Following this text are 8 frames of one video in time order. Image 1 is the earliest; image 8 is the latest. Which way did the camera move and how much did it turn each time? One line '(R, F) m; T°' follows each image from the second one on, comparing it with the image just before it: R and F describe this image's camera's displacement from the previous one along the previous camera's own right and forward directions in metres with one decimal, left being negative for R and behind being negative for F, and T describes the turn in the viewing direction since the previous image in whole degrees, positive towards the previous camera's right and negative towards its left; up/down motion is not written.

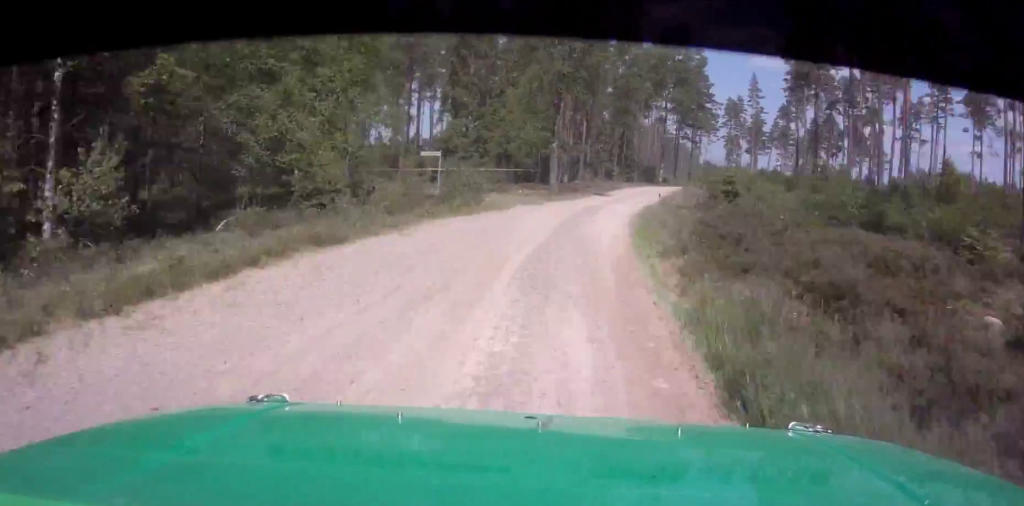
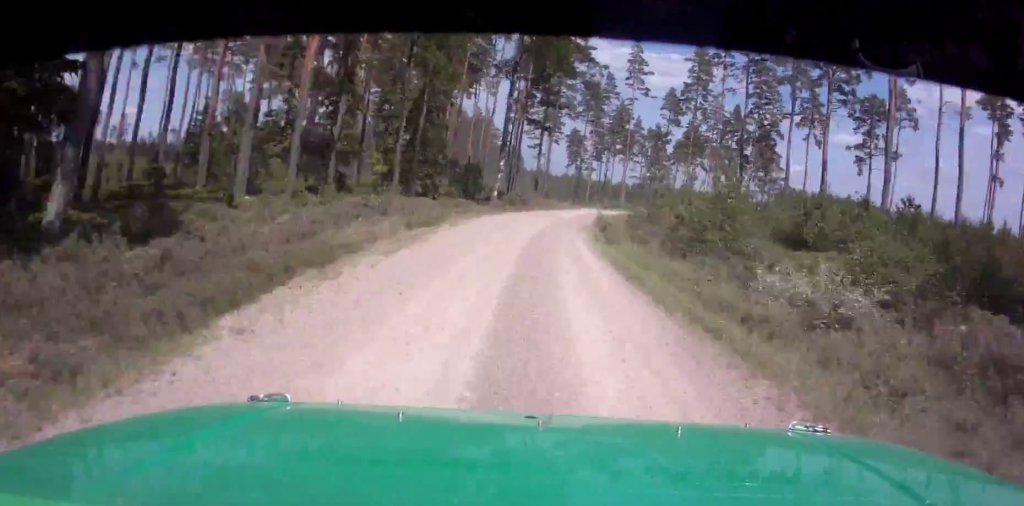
(+6.2, +52.4) m; +11°
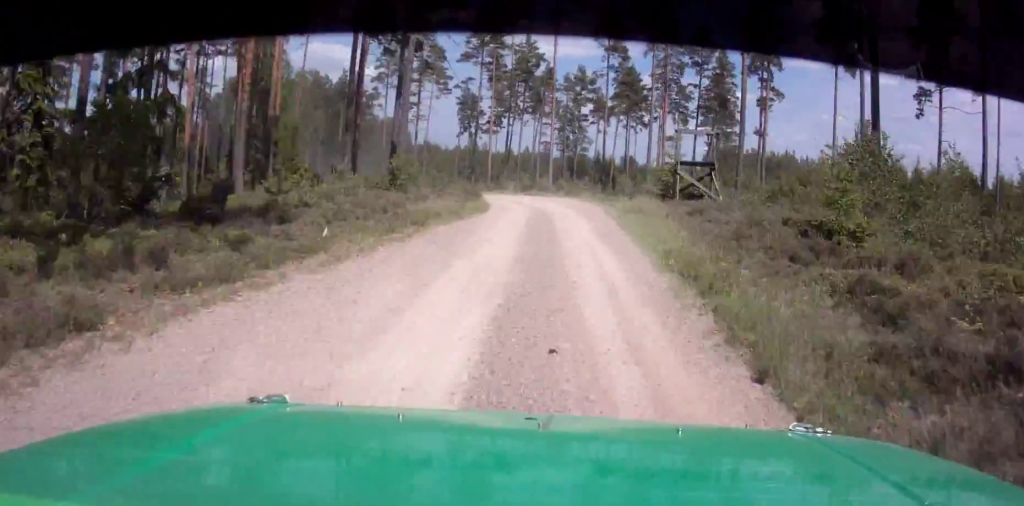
(+0.9, +37.7) m; 0°
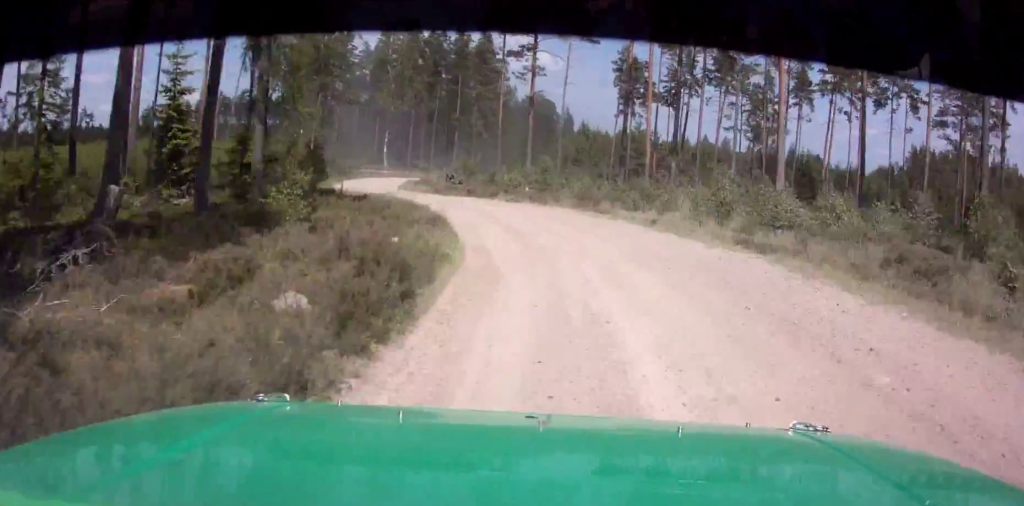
(-1.4, +37.7) m; -7°
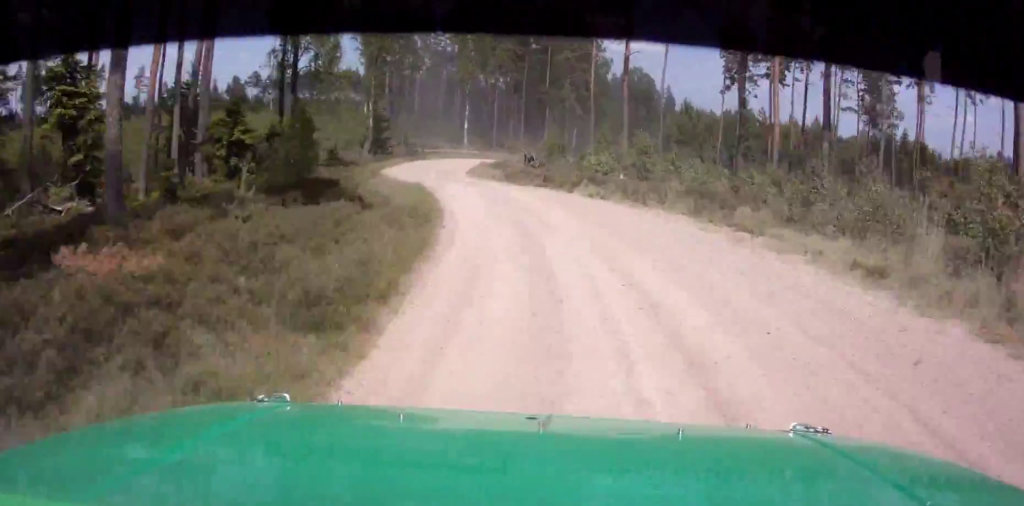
(-0.2, +11.7) m; -5°
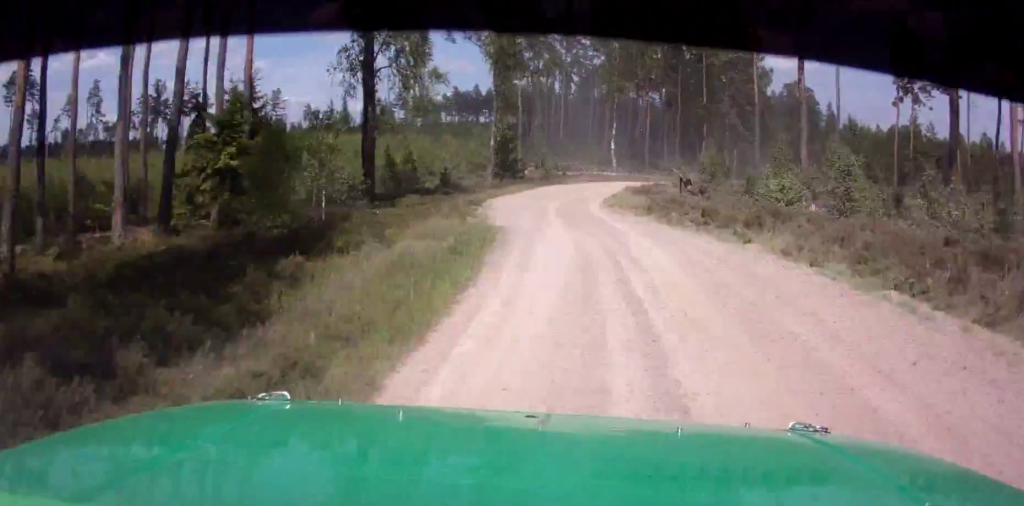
(-0.1, +10.4) m; -4°
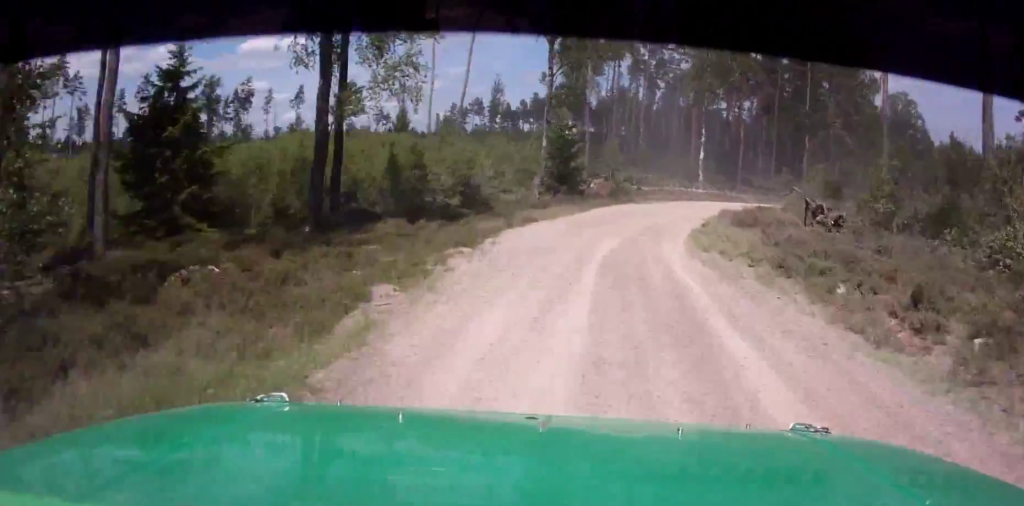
(-1.3, +11.2) m; -3°
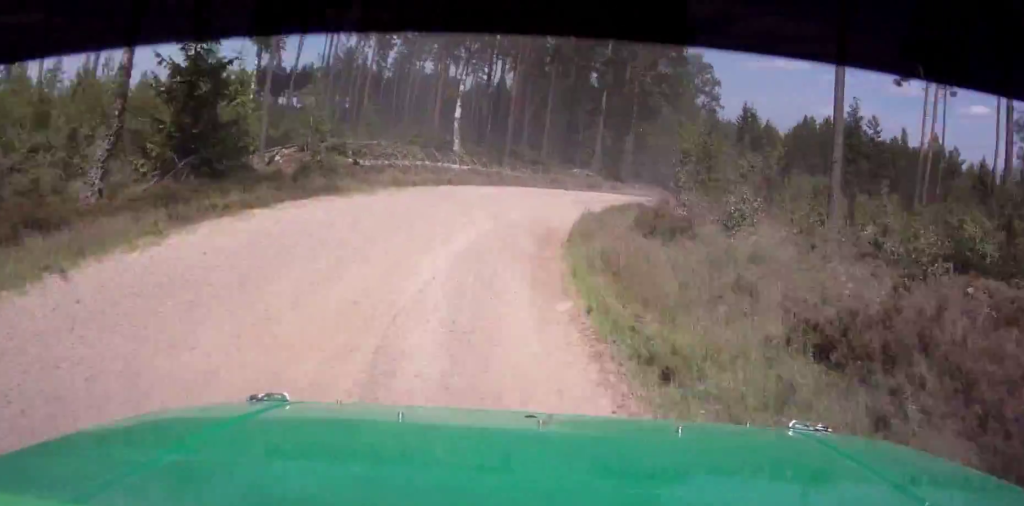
(-0.5, +21.2) m; +3°
